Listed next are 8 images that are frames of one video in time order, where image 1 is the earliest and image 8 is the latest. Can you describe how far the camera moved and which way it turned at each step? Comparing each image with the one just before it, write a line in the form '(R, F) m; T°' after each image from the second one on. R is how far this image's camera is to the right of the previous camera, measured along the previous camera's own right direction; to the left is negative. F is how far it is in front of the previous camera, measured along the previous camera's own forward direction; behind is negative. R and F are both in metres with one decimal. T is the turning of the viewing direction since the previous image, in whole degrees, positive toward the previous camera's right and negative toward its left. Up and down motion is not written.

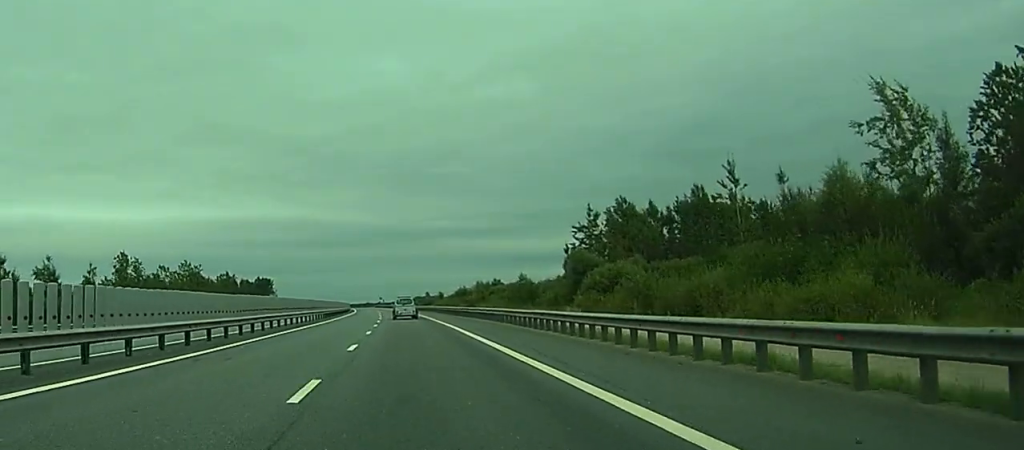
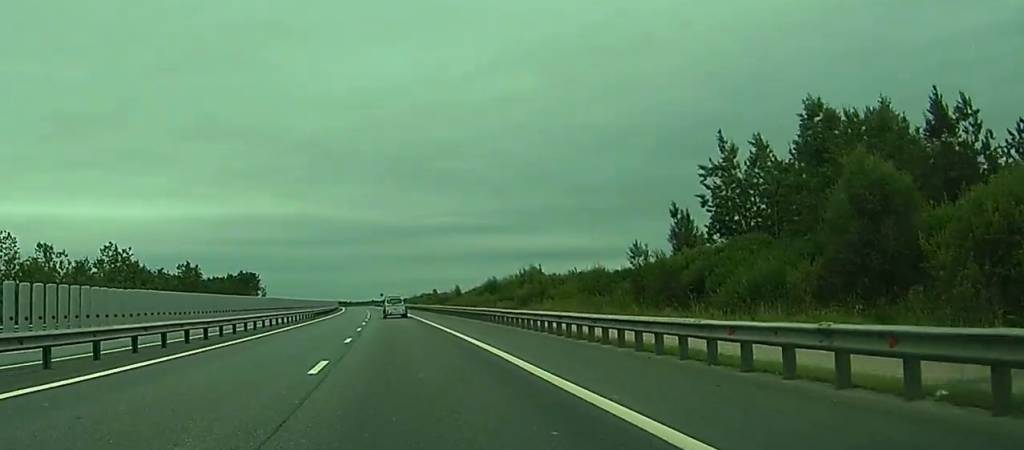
(0.0, +54.9) m; 0°
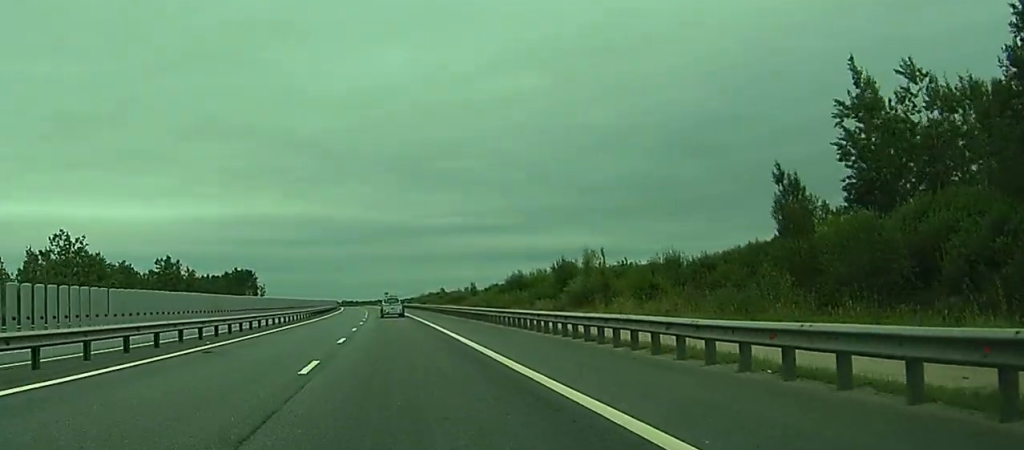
(0.0, +24.1) m; +1°
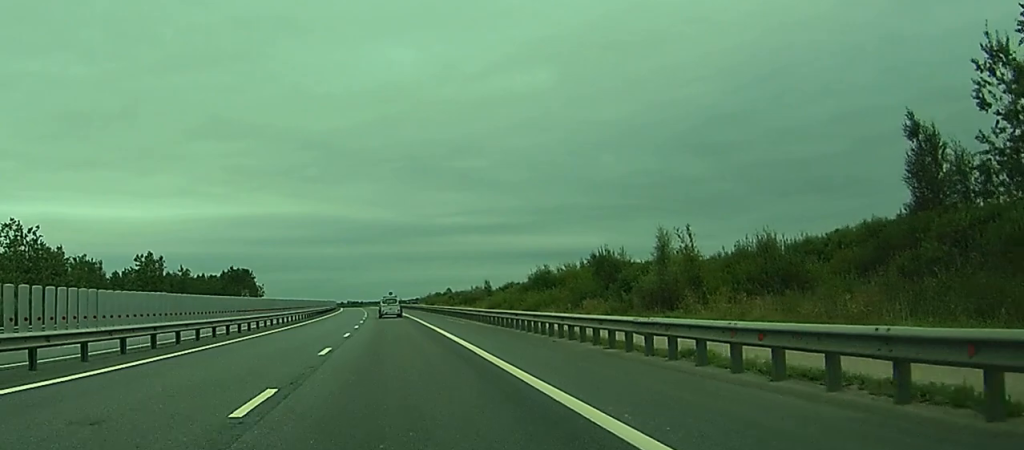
(+0.2, +17.8) m; 0°
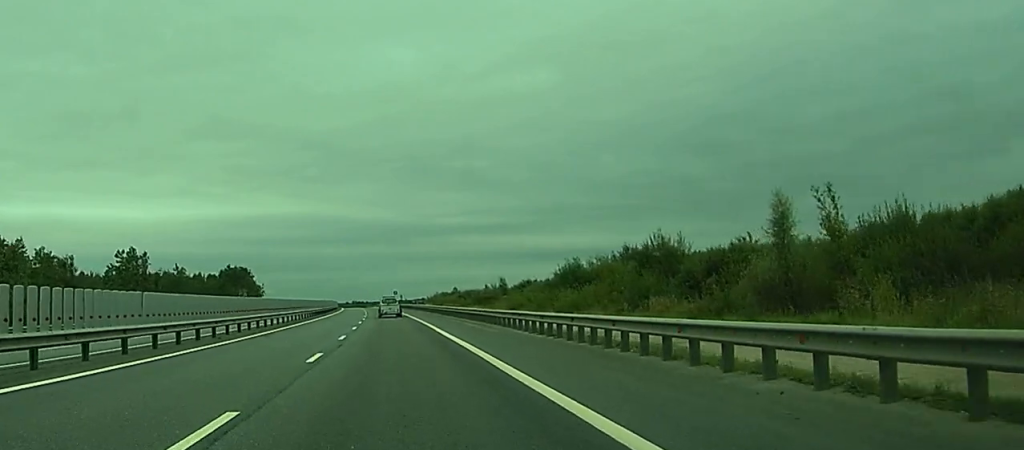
(+0.4, +14.6) m; -1°
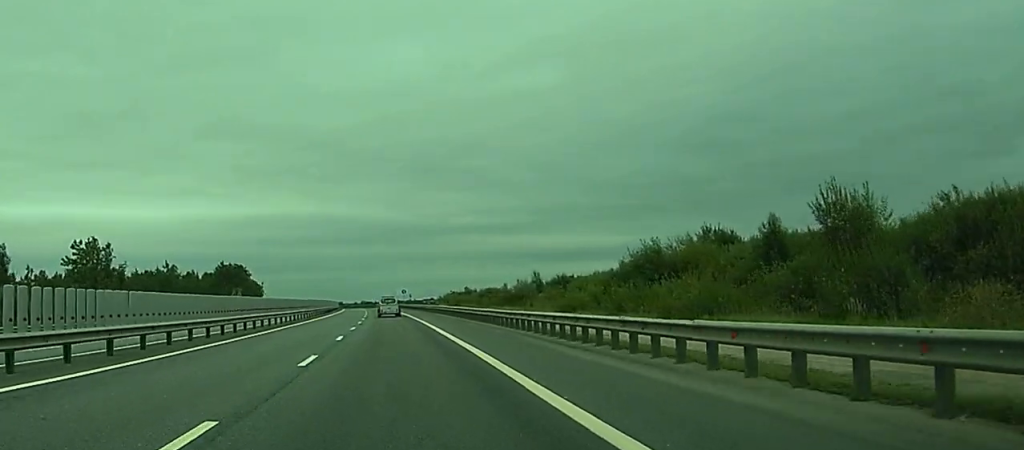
(-1.1, +24.7) m; -2°
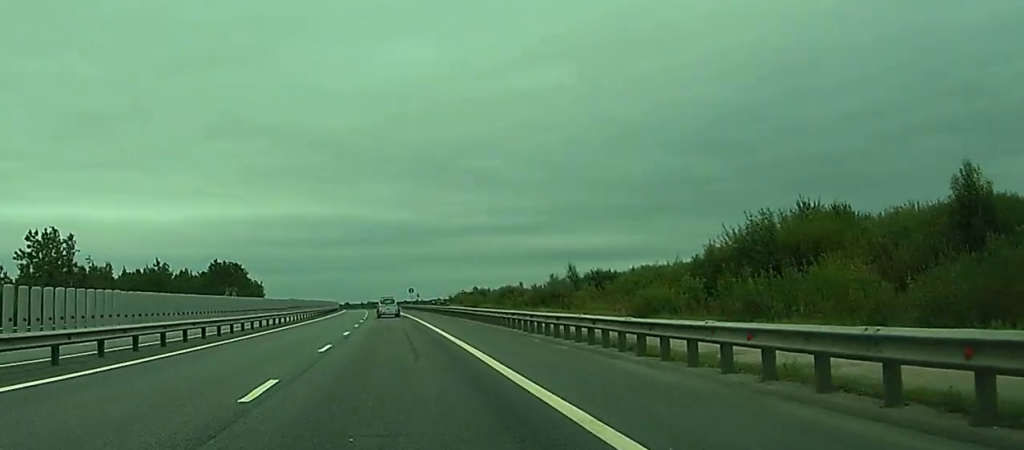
(+0.3, +18.3) m; +1°
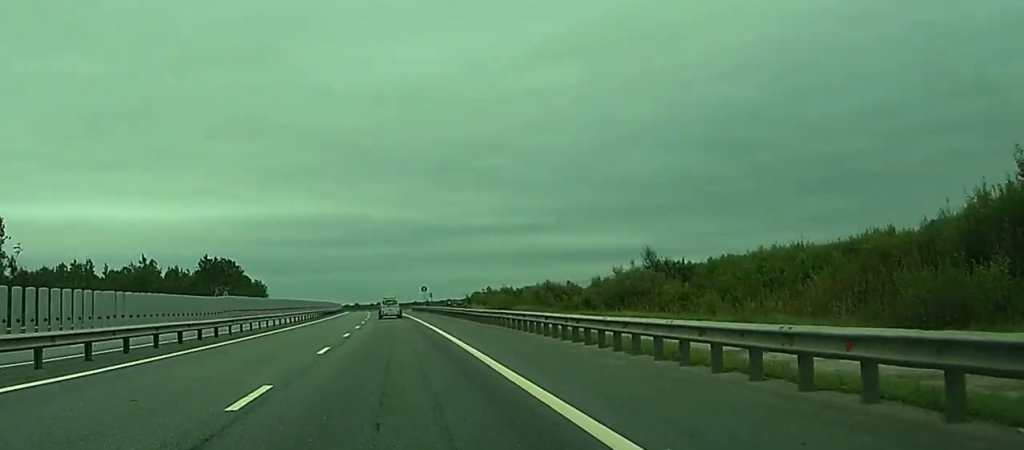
(0.0, +24.4) m; 0°
